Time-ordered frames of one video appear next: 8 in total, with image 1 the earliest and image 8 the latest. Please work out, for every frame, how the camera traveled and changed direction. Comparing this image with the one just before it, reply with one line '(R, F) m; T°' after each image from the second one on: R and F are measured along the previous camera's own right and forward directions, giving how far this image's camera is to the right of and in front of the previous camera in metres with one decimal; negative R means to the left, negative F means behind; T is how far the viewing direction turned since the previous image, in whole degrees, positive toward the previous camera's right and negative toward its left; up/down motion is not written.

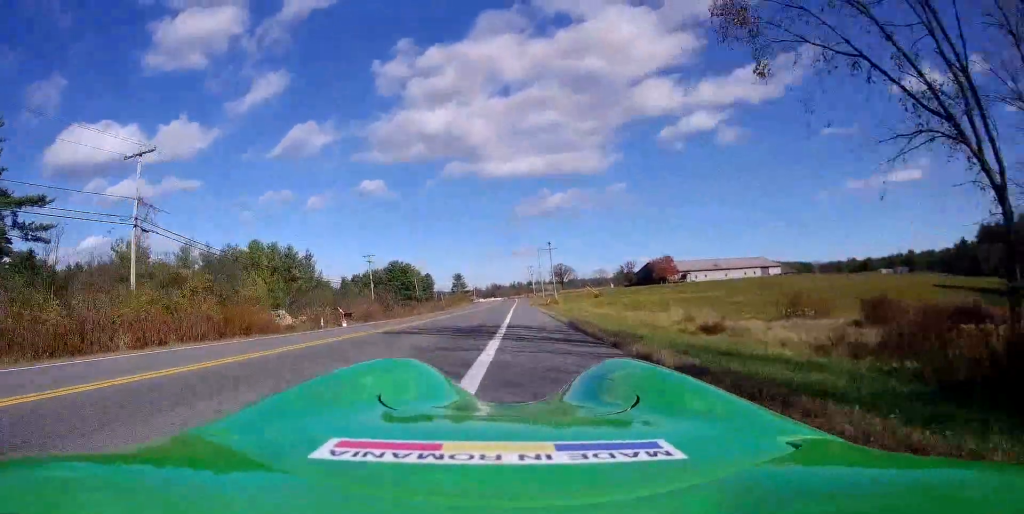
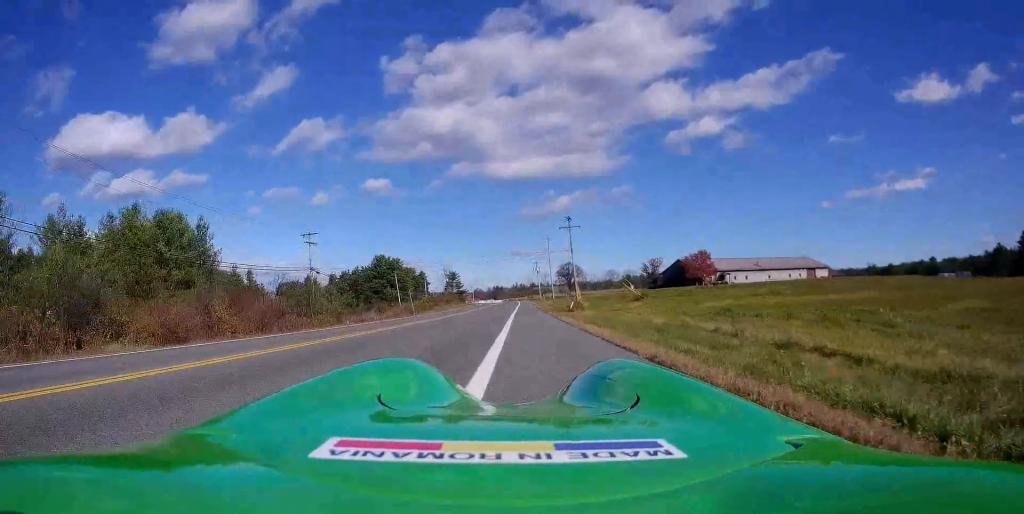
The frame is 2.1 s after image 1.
(+1.1, +31.6) m; +3°
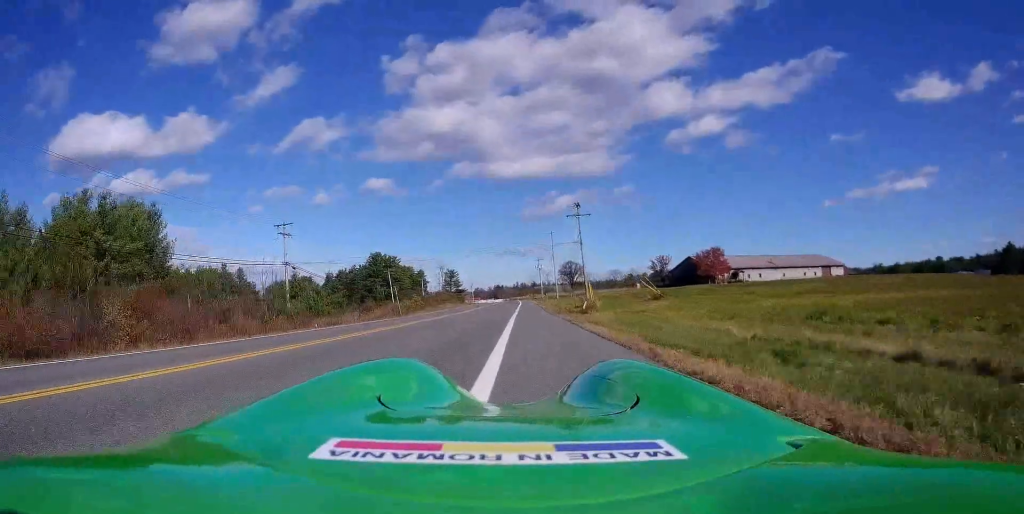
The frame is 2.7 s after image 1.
(-0.1, +8.1) m; 0°
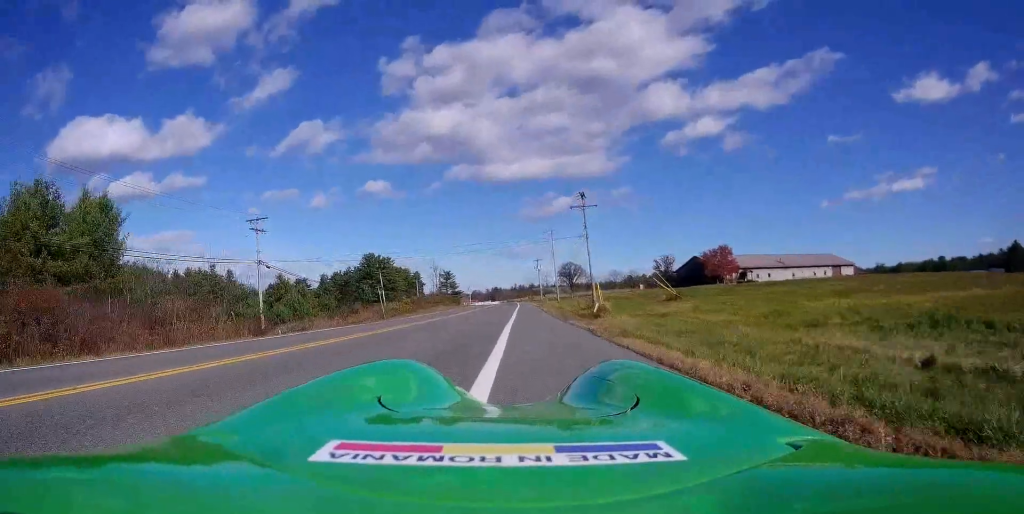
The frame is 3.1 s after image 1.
(0.0, +6.8) m; 0°
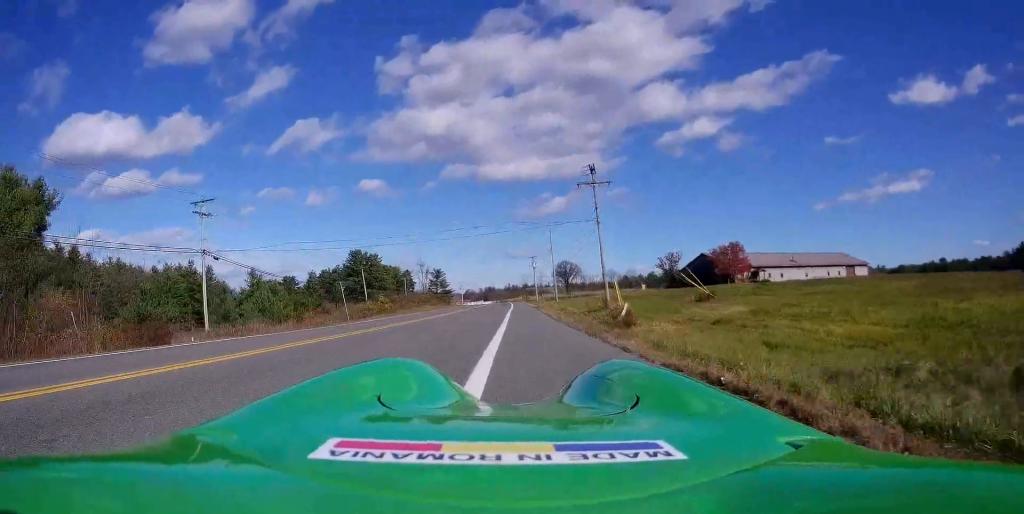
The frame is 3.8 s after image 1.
(+0.1, +10.0) m; +1°
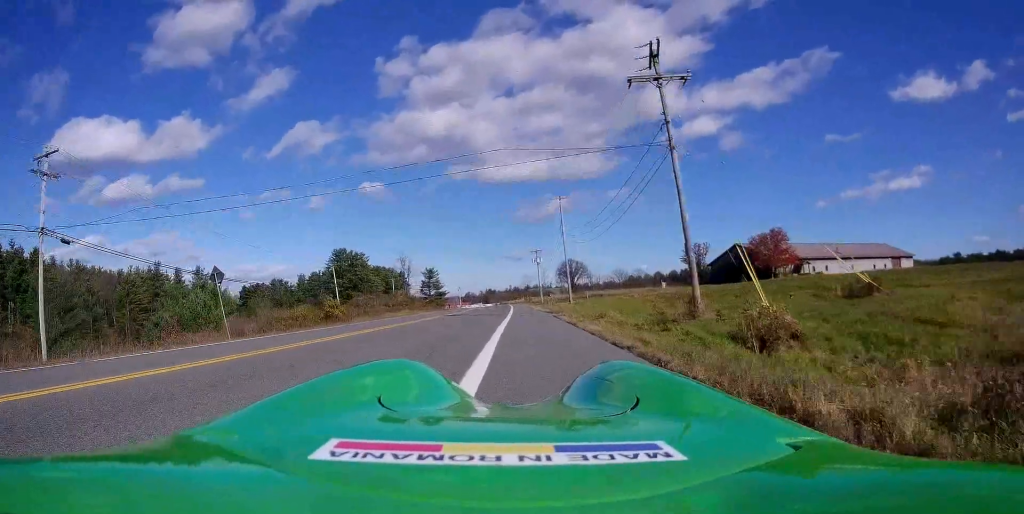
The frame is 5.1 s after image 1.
(+0.1, +19.4) m; -2°
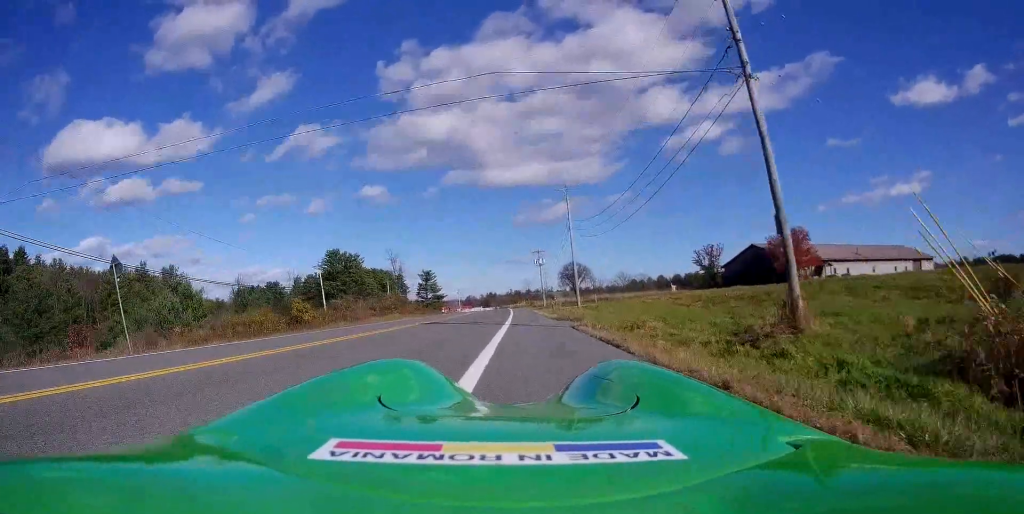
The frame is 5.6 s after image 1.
(-0.4, +7.4) m; 0°
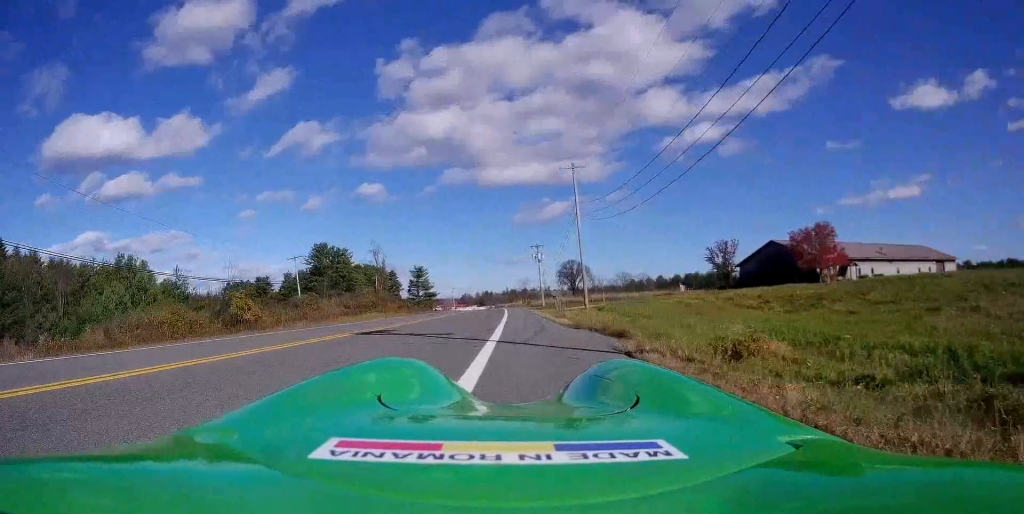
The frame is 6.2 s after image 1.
(-0.2, +8.6) m; 0°
